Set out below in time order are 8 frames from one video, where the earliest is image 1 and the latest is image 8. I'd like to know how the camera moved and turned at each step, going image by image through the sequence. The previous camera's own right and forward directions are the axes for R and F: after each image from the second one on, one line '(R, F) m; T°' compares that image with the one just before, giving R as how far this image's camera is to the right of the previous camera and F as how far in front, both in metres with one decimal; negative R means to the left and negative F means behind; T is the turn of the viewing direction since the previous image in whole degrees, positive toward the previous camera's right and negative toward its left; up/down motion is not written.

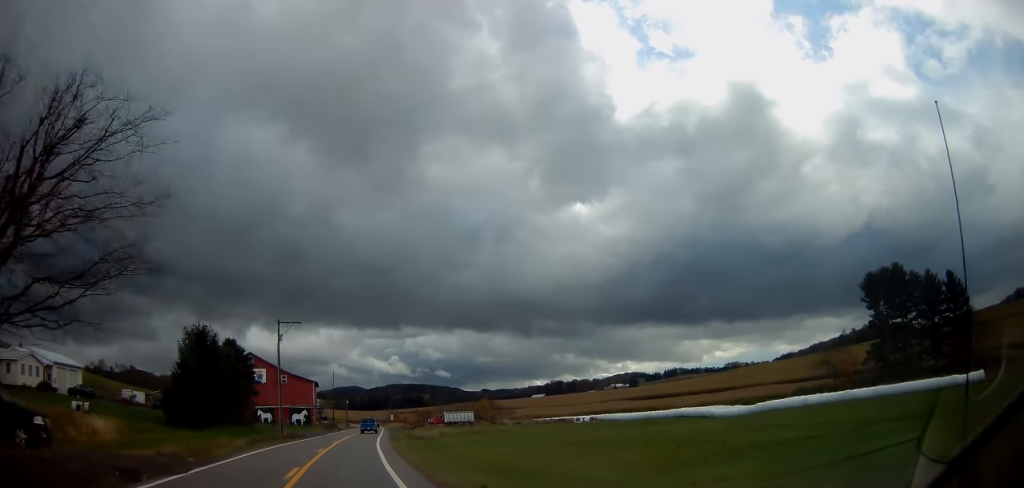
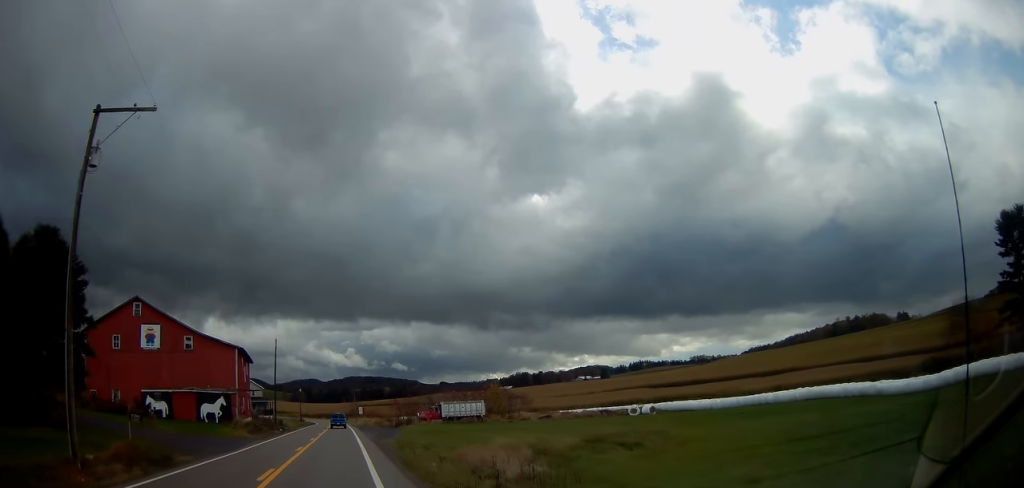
(+2.1, +39.0) m; +5°
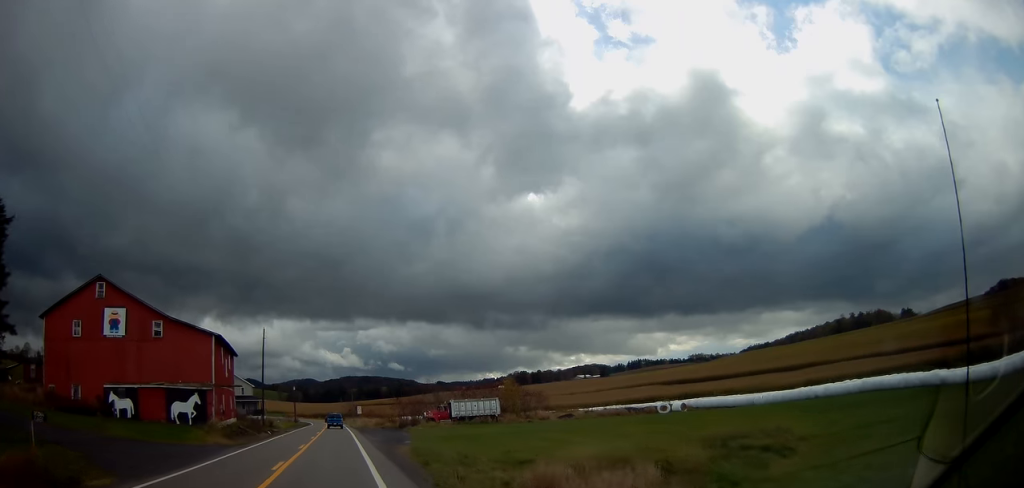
(-0.1, +9.0) m; 0°
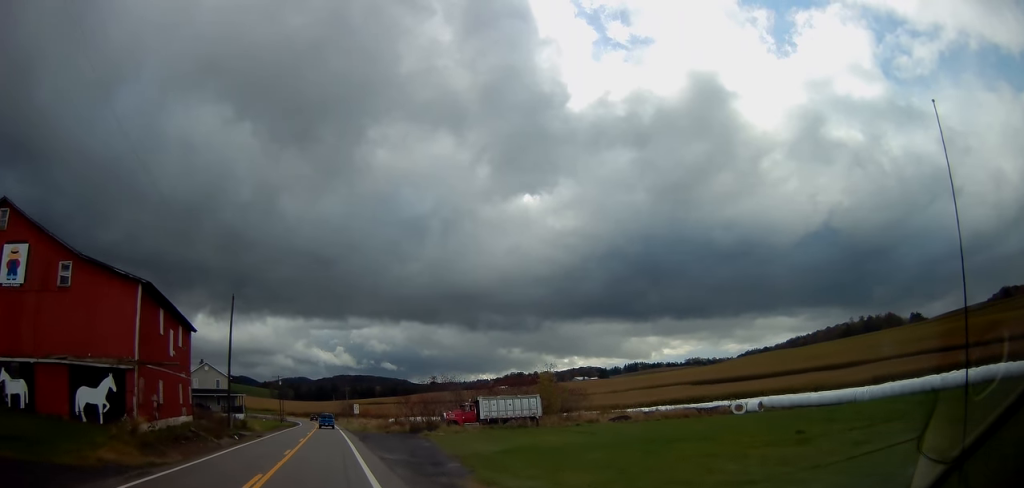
(0.0, +16.8) m; 0°
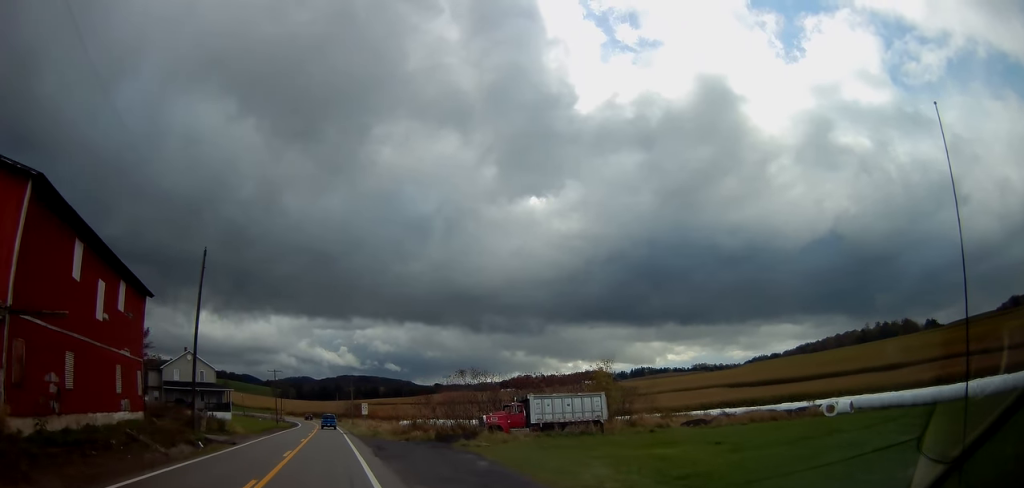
(+0.2, +13.0) m; 0°
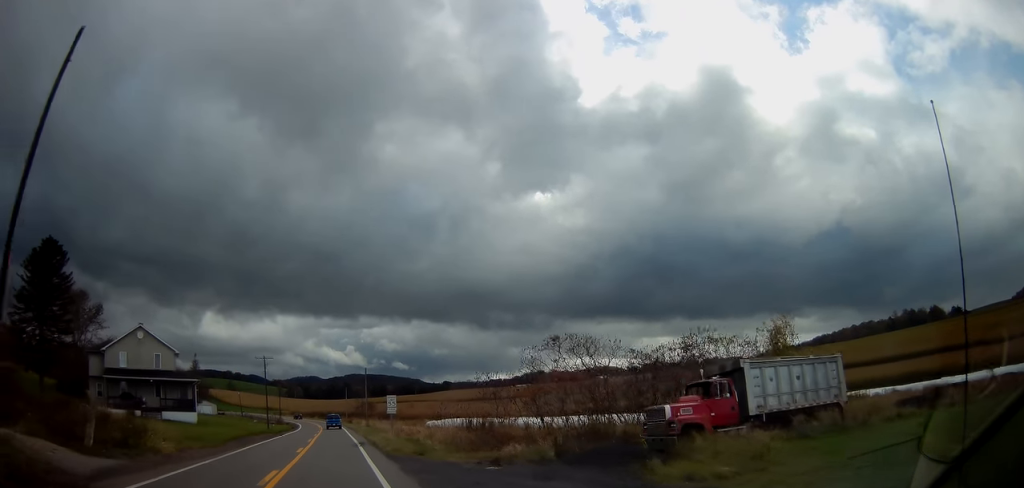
(-0.4, +22.3) m; -1°
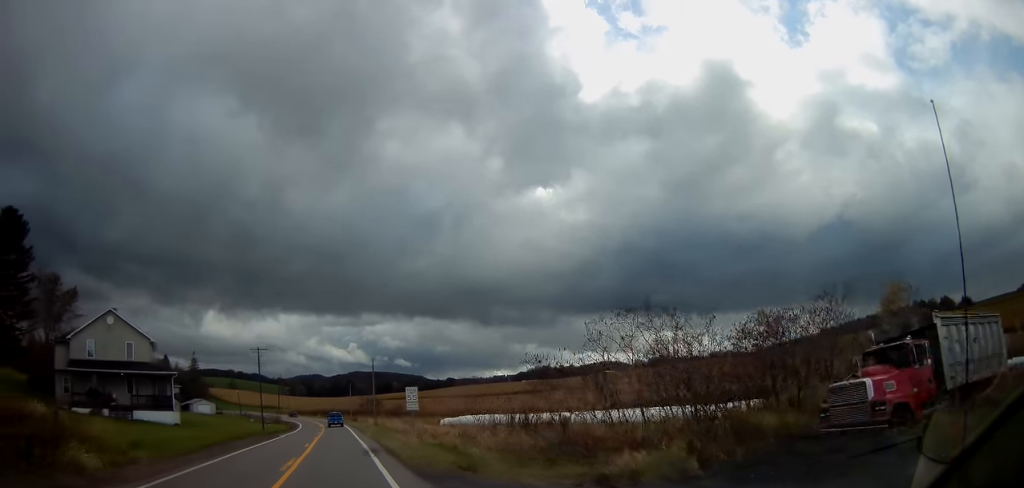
(-0.1, +8.6) m; 0°
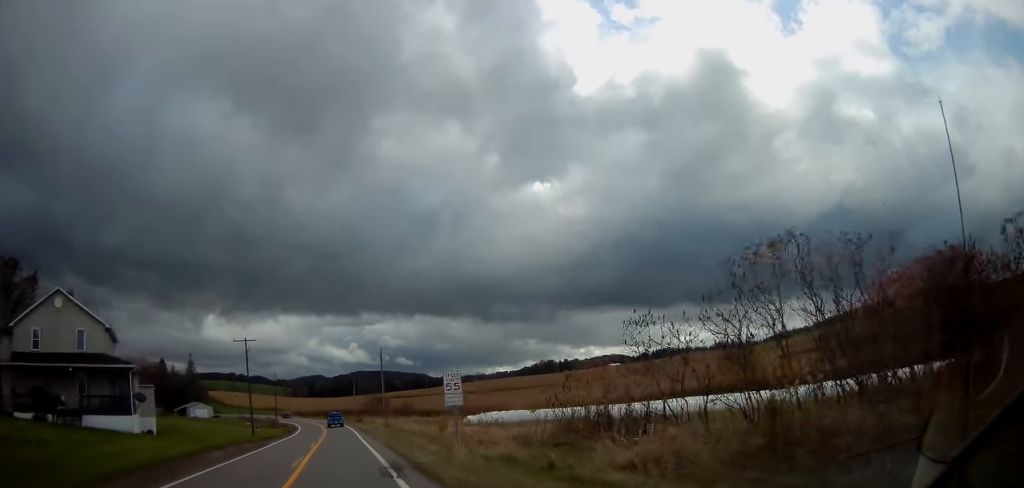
(-0.1, +10.0) m; 0°
